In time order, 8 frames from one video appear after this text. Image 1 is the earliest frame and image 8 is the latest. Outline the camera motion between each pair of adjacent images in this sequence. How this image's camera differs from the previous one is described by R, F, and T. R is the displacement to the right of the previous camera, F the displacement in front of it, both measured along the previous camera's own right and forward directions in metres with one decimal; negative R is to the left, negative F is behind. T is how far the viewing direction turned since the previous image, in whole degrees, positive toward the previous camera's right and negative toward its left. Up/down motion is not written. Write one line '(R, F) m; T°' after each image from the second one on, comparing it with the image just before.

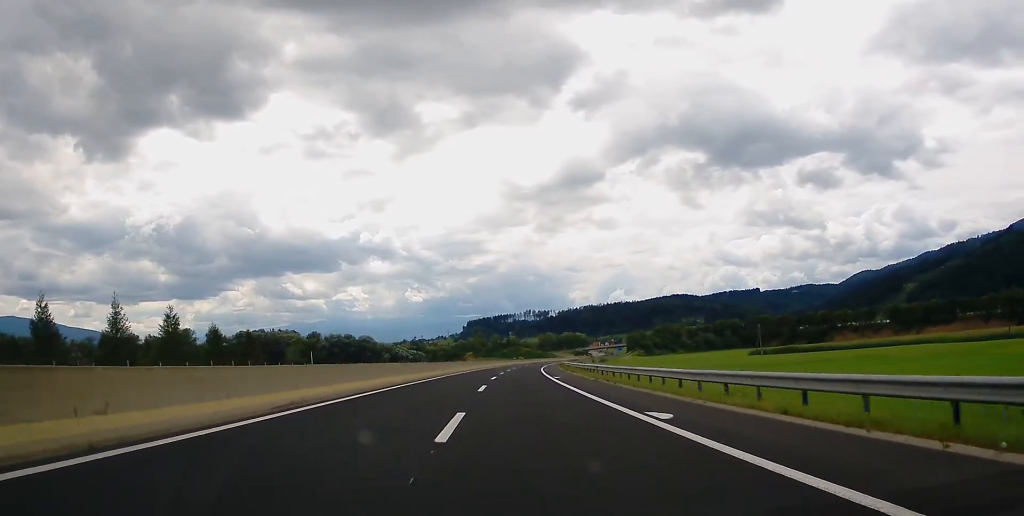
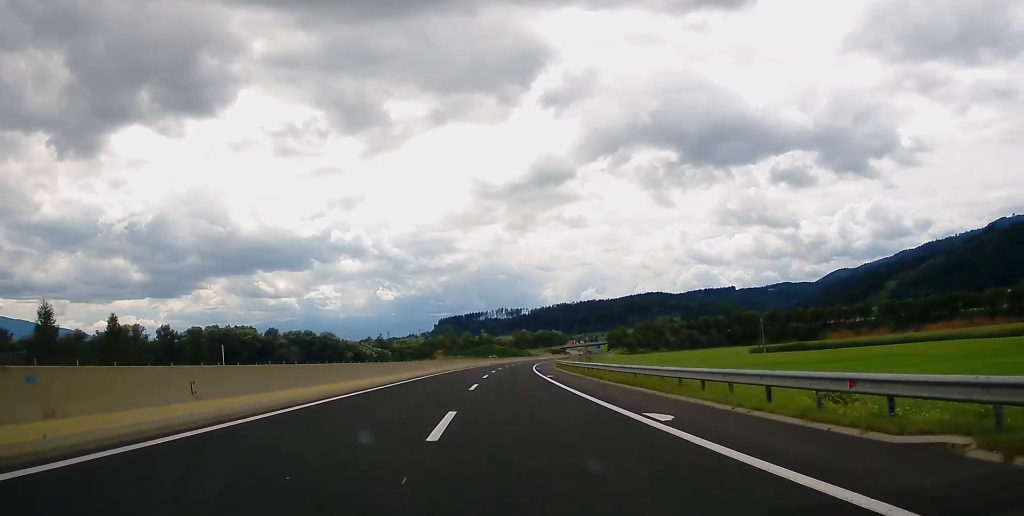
(+0.3, +35.9) m; +1°
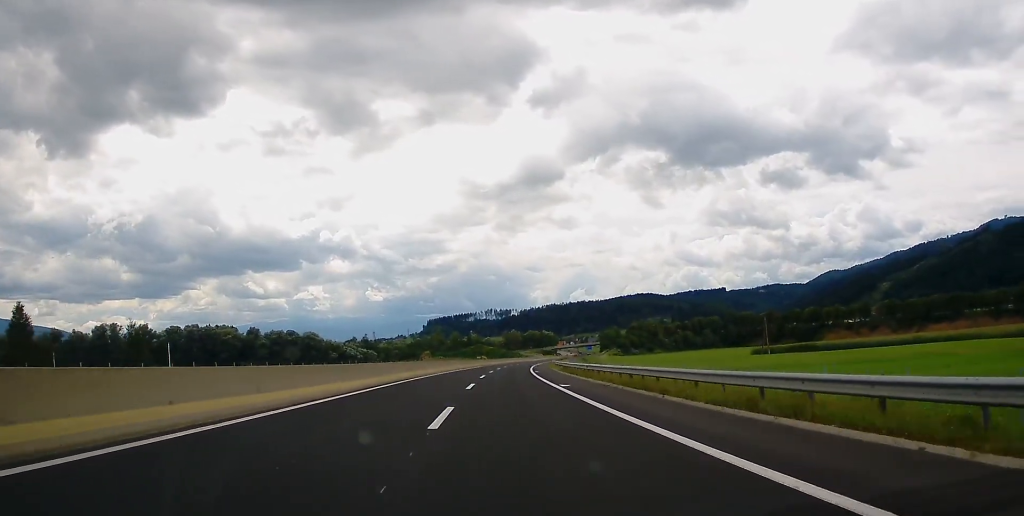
(+0.2, +16.0) m; +1°
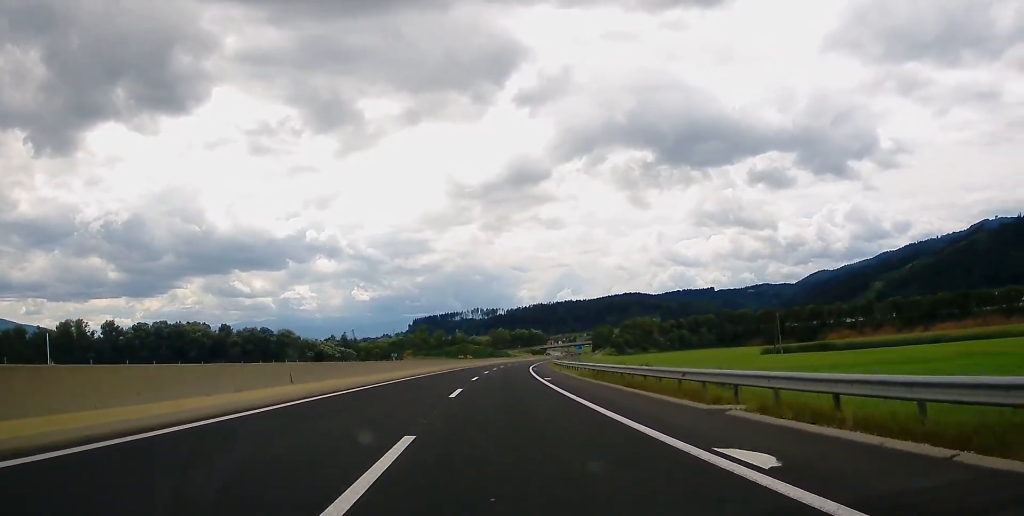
(+0.1, +25.6) m; +1°
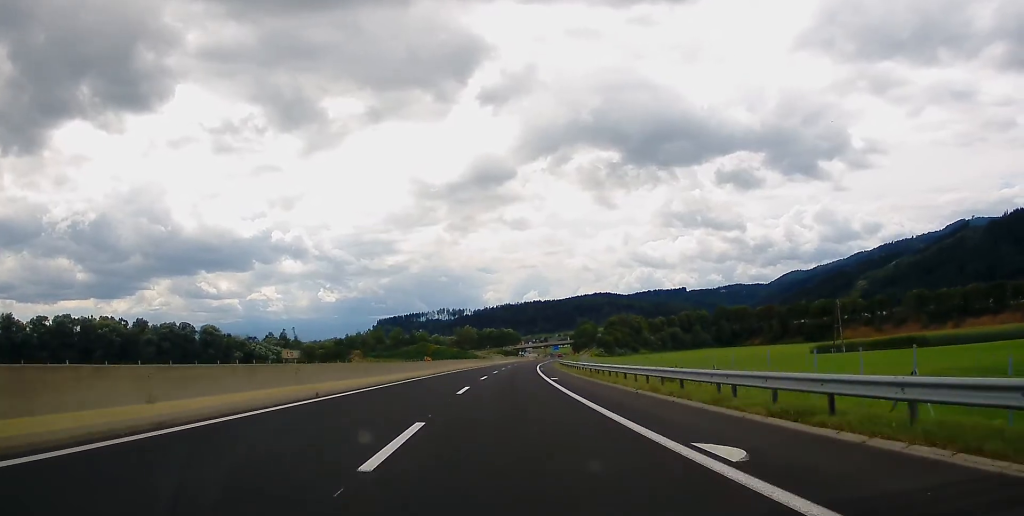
(+1.9, +69.4) m; +3°
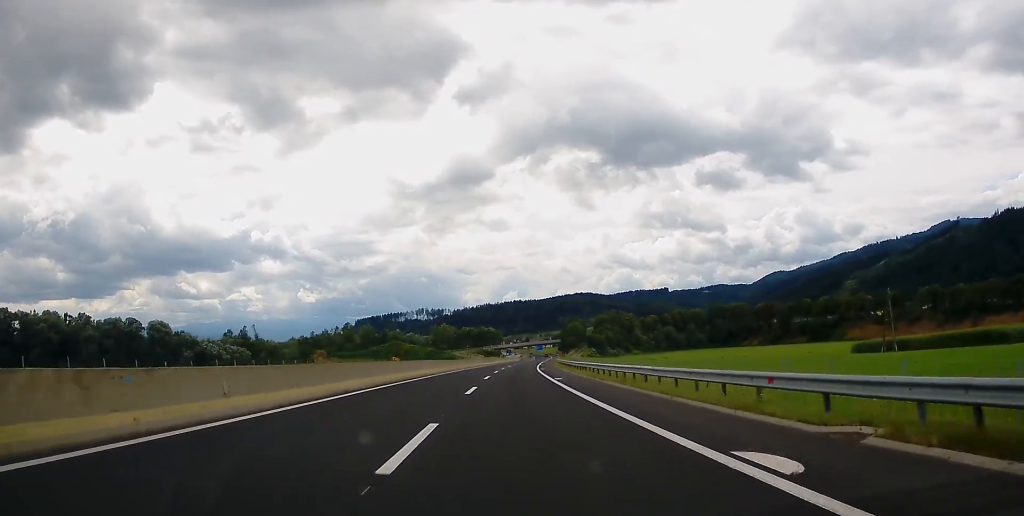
(+0.4, +36.2) m; +1°
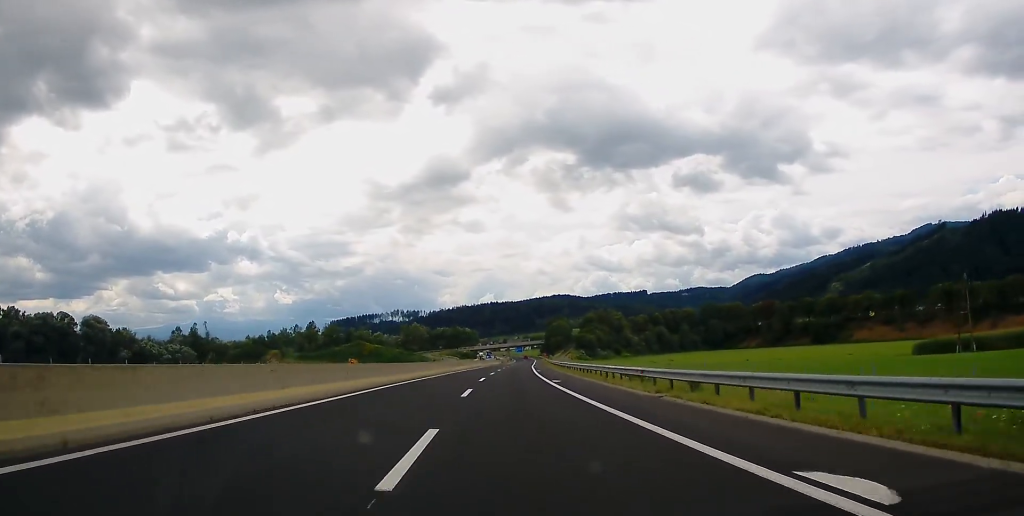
(+0.3, +36.9) m; +1°
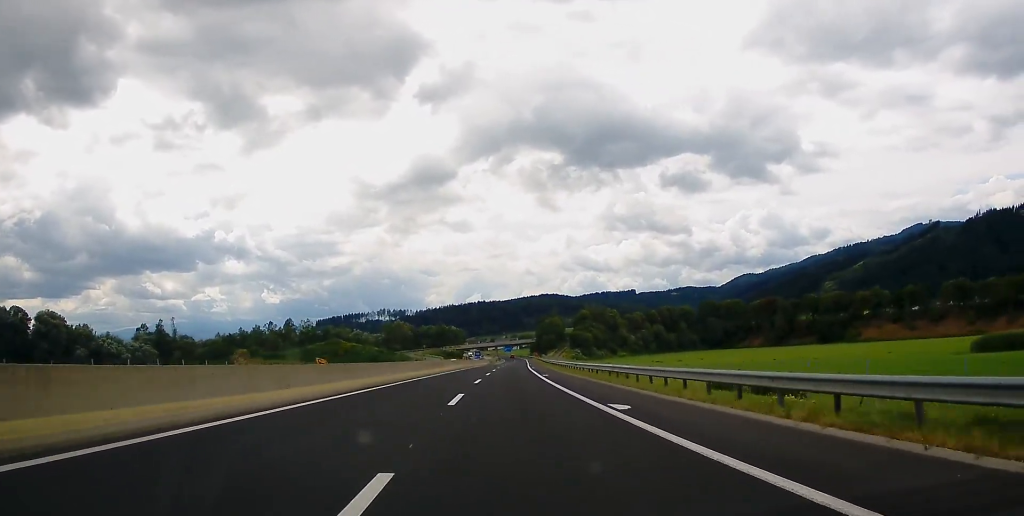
(+0.1, +23.1) m; +1°
